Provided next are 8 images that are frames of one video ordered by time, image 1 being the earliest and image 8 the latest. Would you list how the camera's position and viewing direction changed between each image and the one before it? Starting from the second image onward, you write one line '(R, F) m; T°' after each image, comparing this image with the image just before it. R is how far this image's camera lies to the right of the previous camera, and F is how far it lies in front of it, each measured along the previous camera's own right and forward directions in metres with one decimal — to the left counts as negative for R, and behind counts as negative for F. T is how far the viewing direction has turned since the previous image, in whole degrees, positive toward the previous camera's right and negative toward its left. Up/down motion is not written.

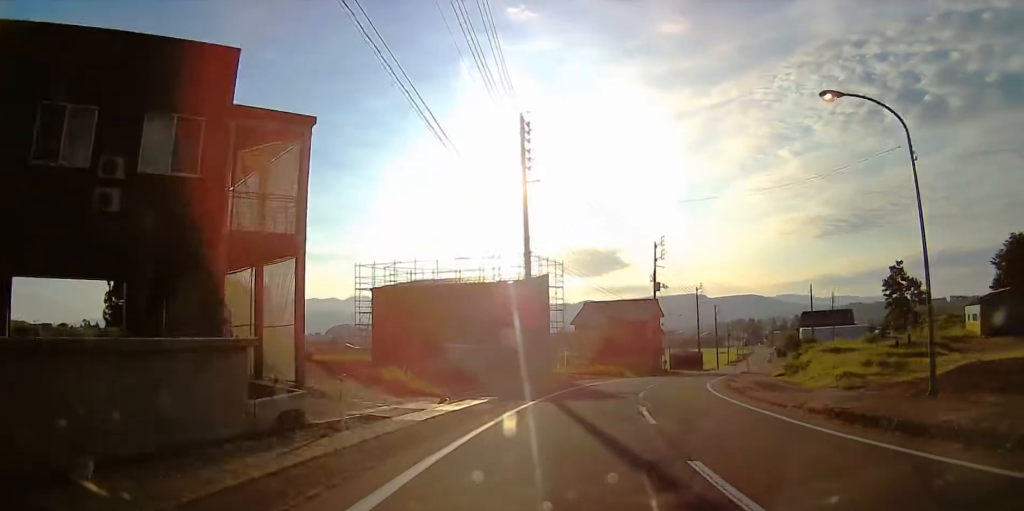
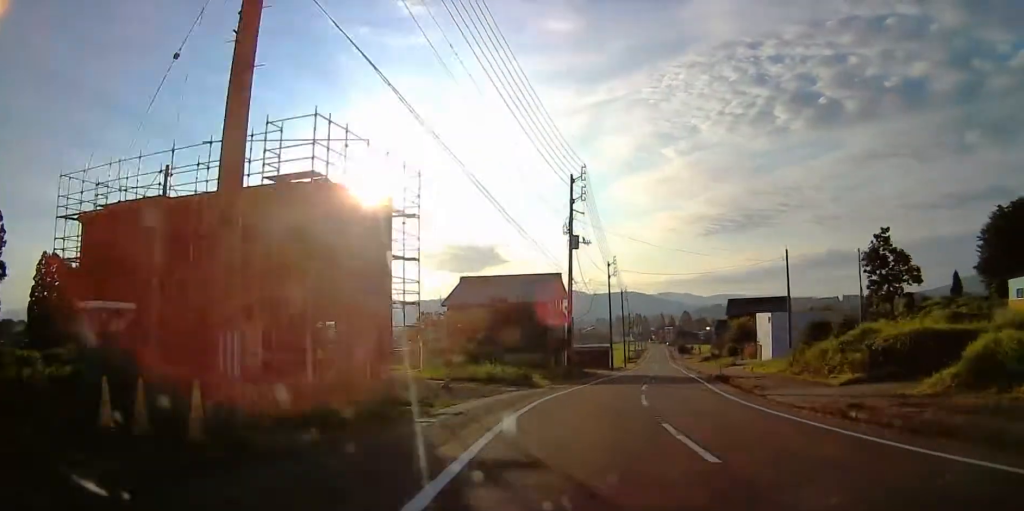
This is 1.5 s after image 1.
(+2.8, +25.5) m; +12°
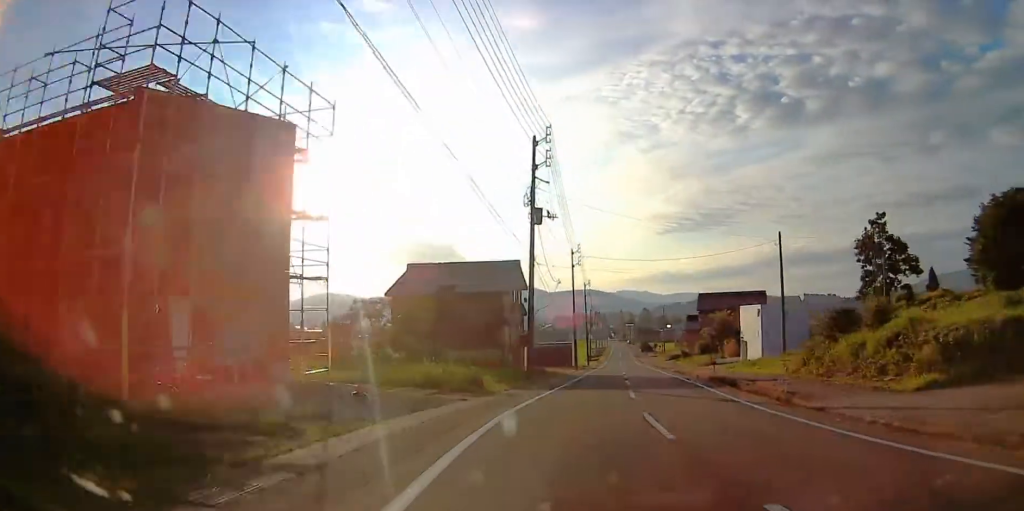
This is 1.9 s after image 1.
(+0.2, +7.8) m; +3°
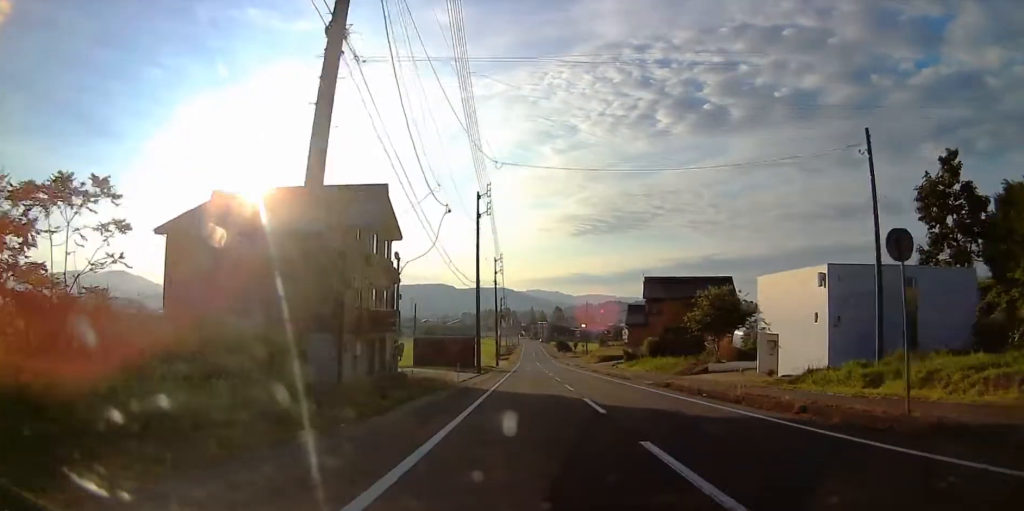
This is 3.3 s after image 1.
(+2.5, +25.2) m; +8°
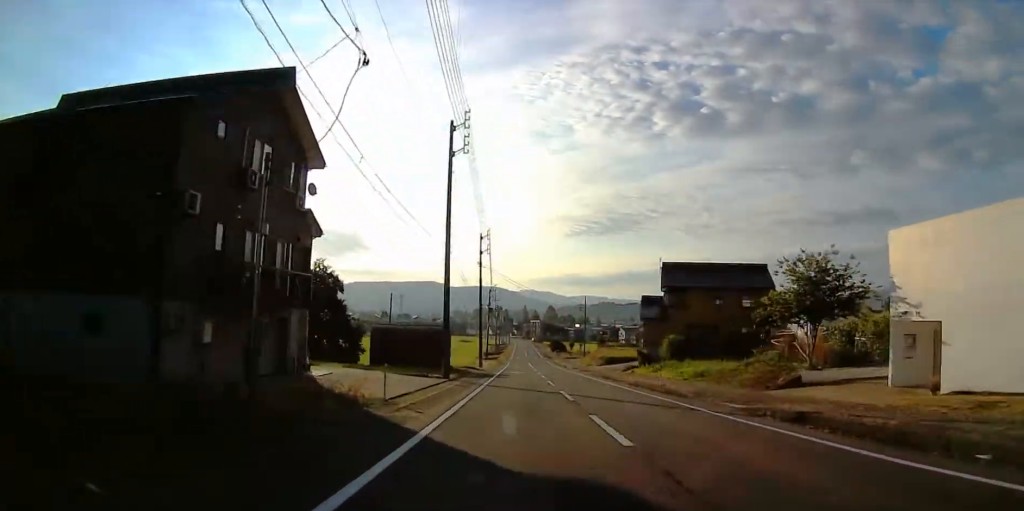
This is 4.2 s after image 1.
(+0.3, +15.5) m; +1°
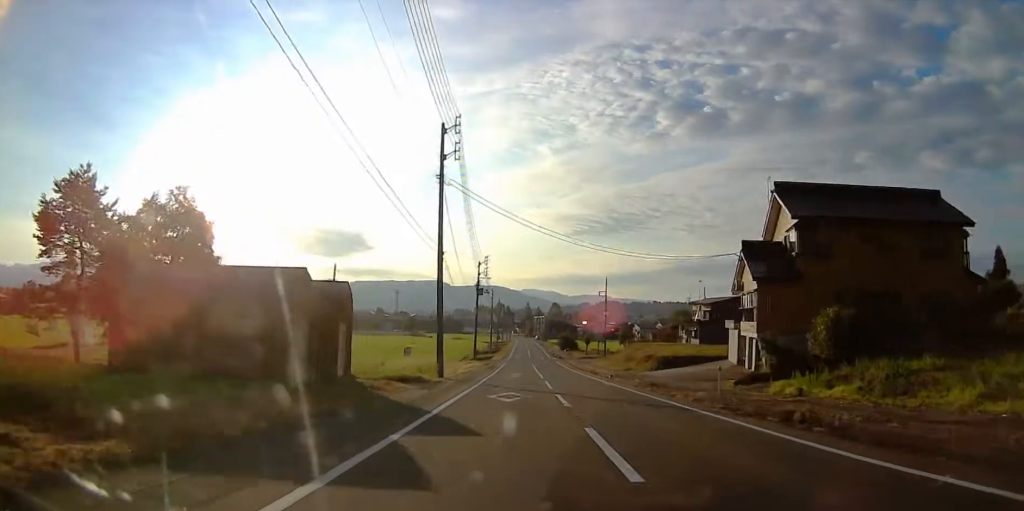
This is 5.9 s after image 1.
(+0.1, +32.3) m; +1°
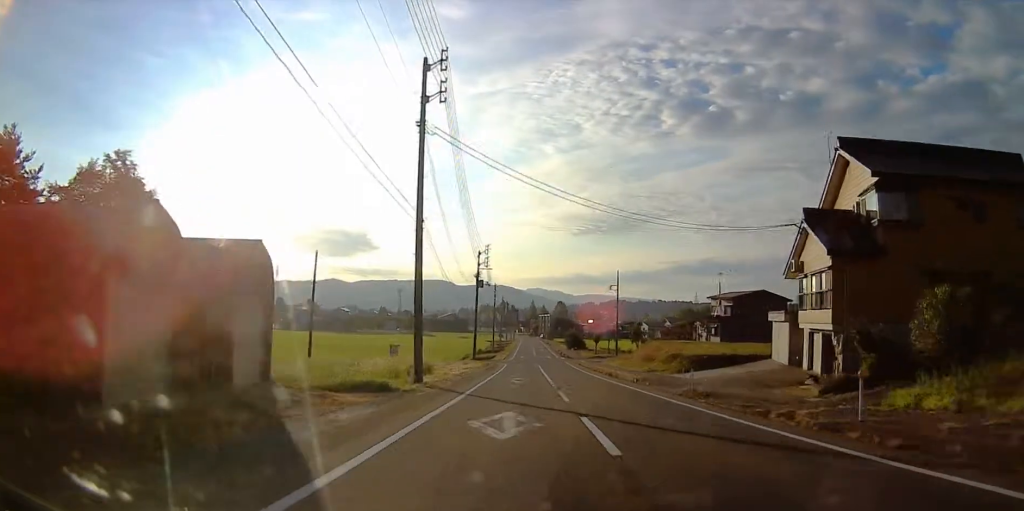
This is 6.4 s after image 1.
(+0.1, +8.1) m; +1°
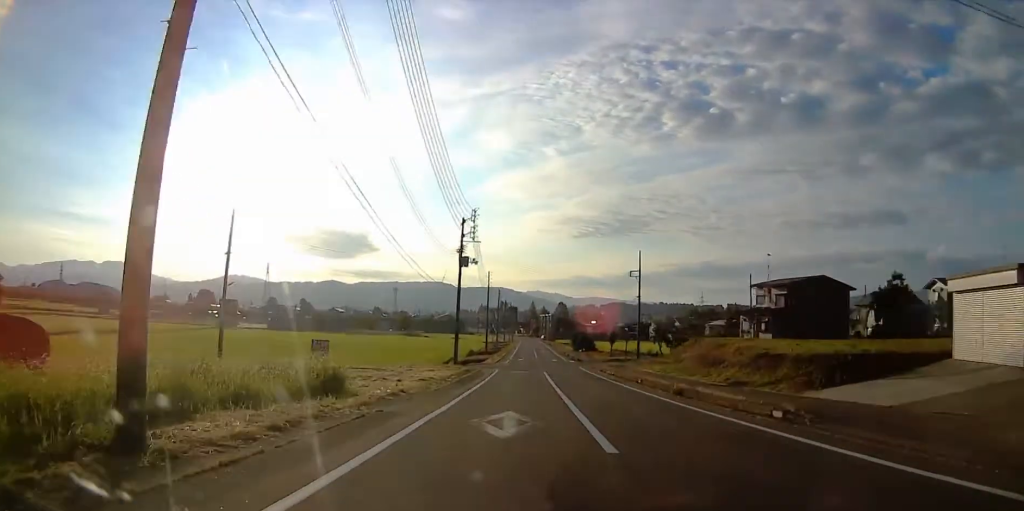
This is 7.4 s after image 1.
(+0.4, +20.0) m; +1°
